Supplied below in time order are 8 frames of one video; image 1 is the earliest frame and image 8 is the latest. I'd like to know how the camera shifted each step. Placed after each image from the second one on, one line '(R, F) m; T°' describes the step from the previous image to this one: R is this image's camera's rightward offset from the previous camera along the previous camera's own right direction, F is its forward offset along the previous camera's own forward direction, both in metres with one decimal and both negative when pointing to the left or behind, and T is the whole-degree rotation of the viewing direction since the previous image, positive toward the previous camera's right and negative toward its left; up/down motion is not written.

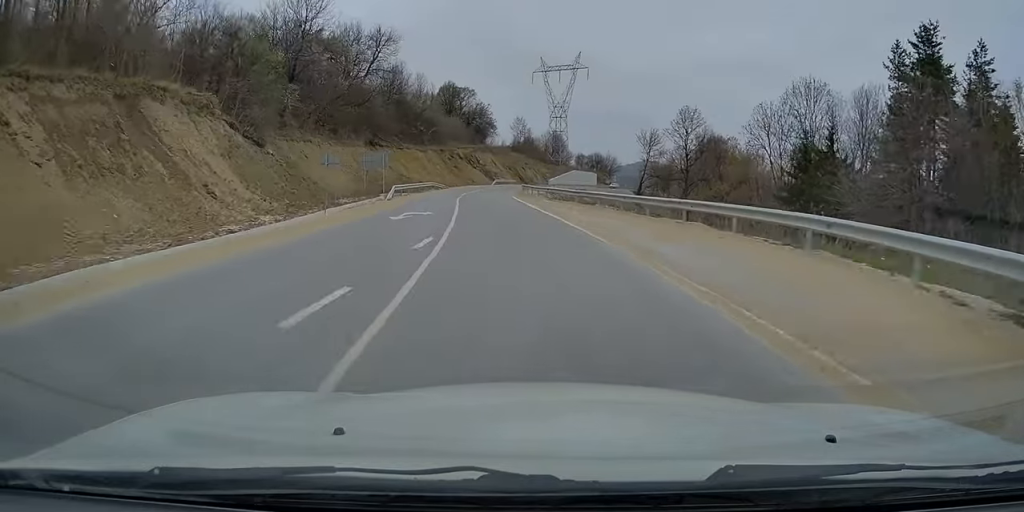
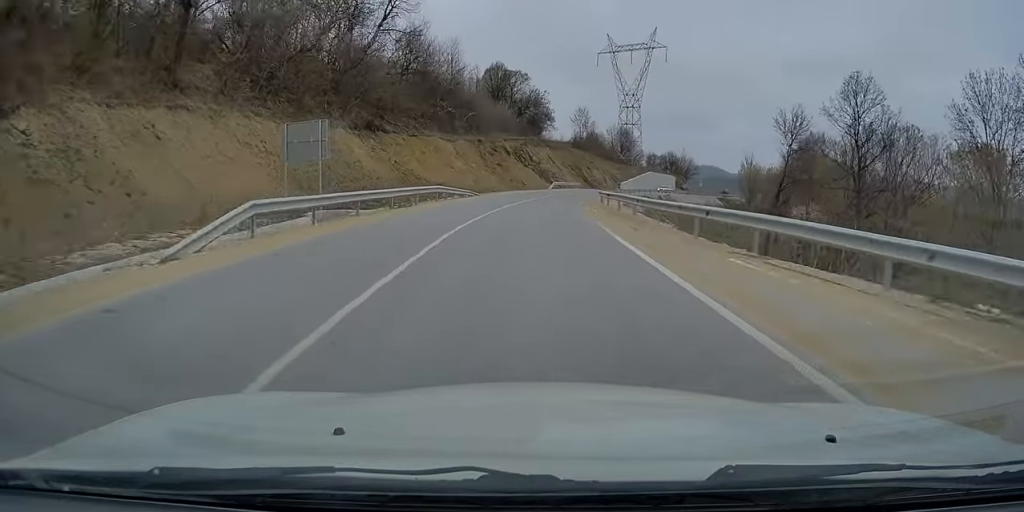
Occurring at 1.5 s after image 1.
(-1.7, +28.2) m; -4°
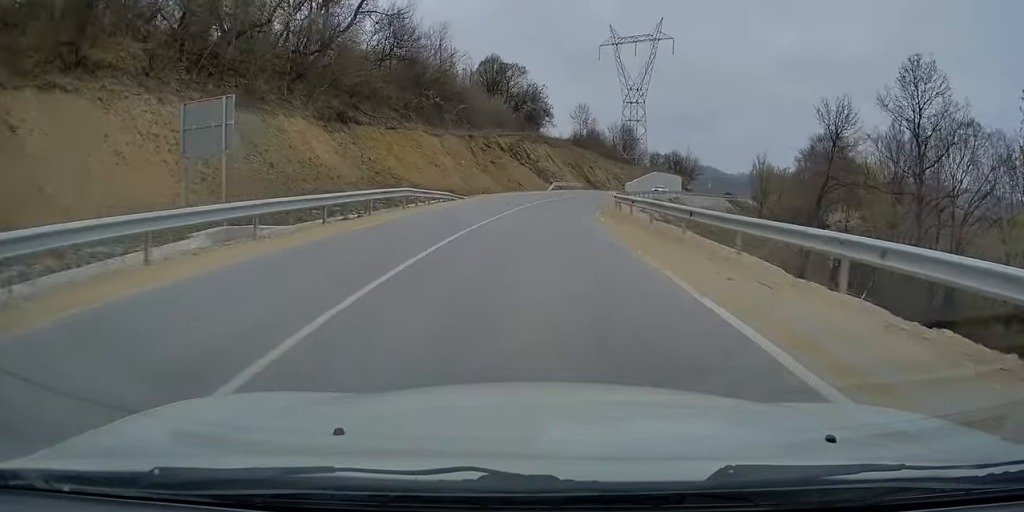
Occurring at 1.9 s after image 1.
(-0.2, +8.1) m; 0°
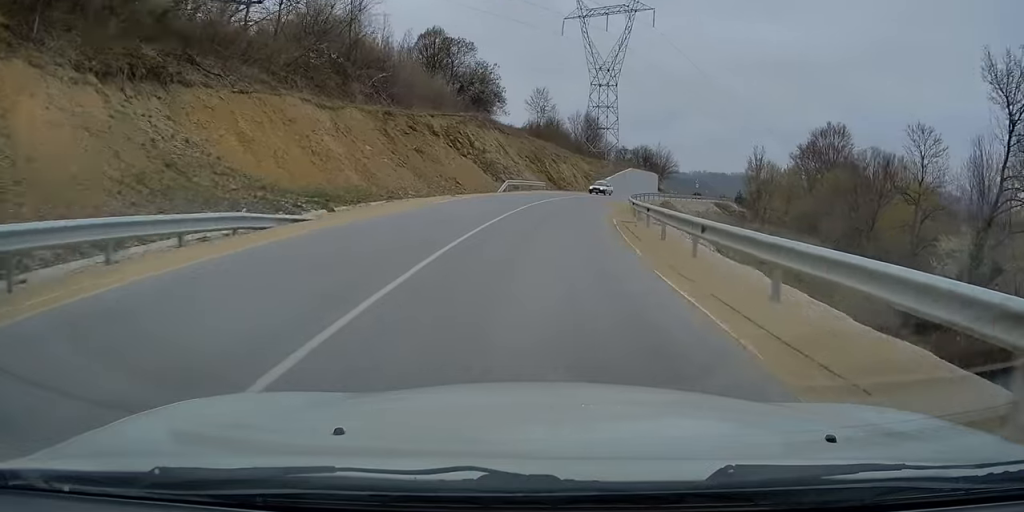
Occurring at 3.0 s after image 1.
(+0.5, +20.7) m; +4°
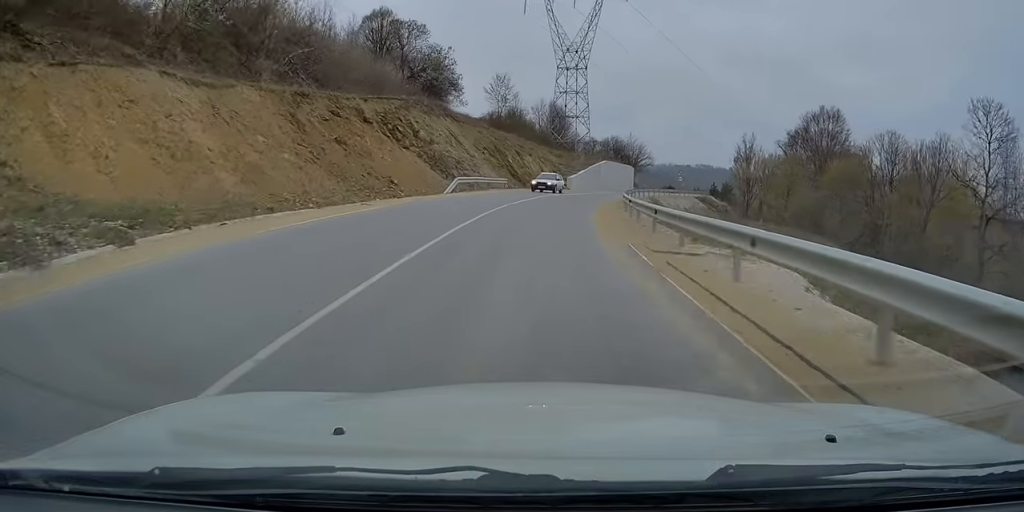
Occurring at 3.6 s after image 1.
(+0.3, +10.8) m; +3°
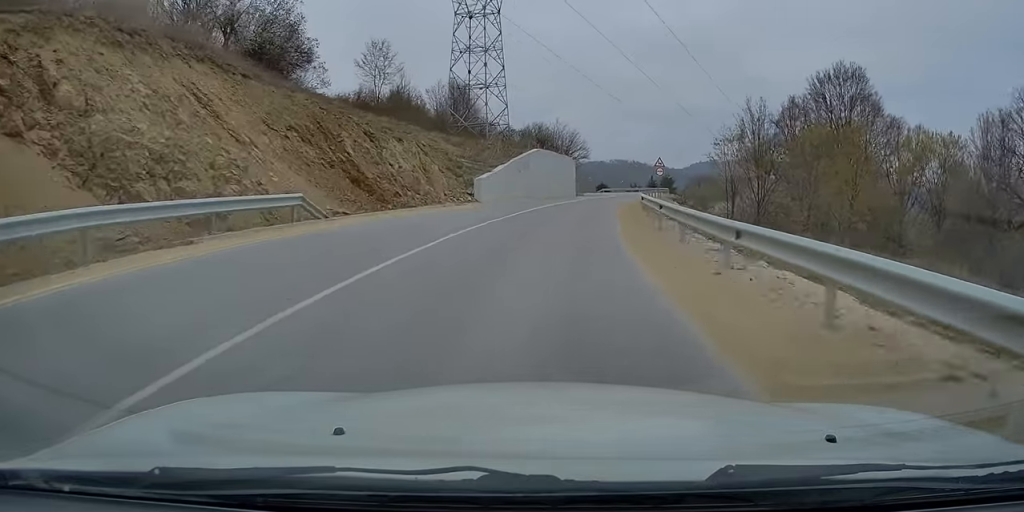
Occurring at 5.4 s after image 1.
(+2.4, +30.6) m; +10°
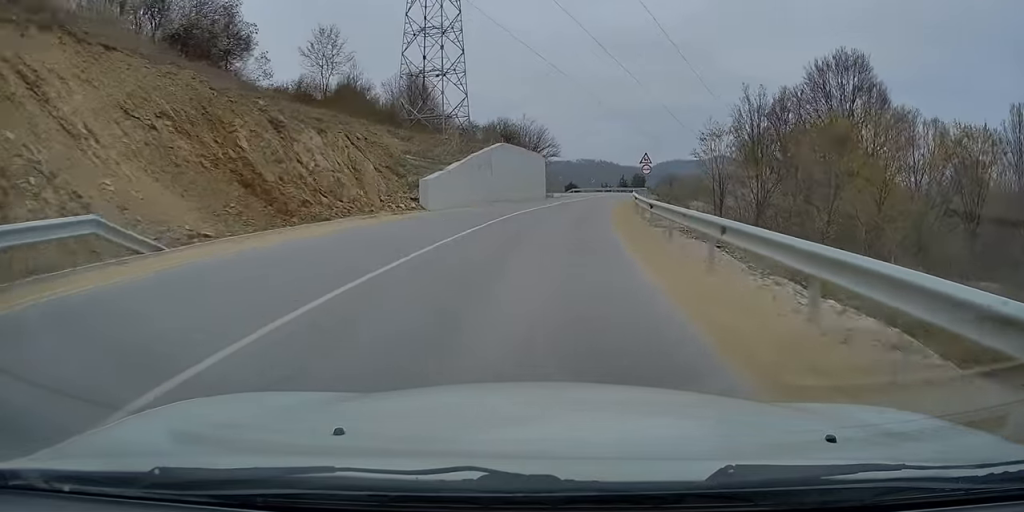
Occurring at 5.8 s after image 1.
(+0.3, +7.5) m; +3°
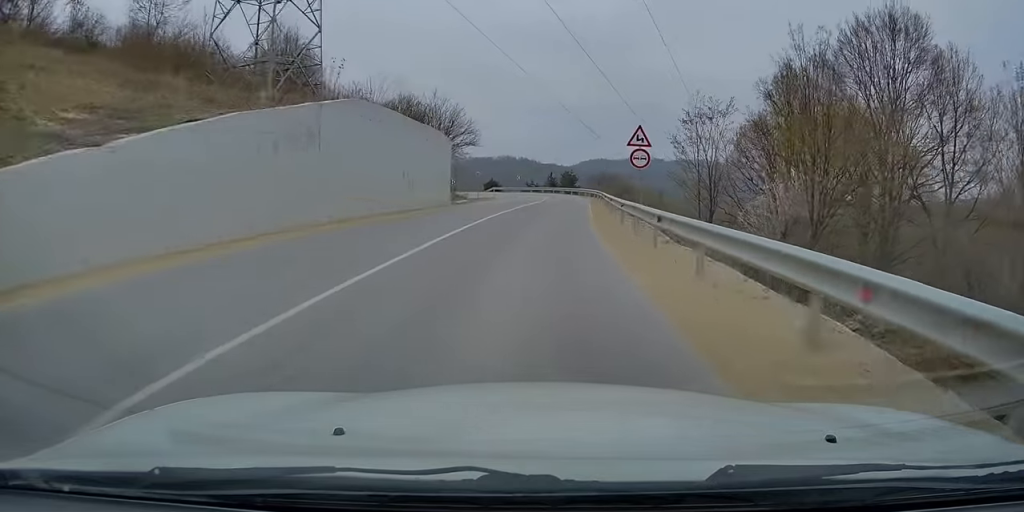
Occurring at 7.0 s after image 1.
(+1.3, +20.7) m; +6°
